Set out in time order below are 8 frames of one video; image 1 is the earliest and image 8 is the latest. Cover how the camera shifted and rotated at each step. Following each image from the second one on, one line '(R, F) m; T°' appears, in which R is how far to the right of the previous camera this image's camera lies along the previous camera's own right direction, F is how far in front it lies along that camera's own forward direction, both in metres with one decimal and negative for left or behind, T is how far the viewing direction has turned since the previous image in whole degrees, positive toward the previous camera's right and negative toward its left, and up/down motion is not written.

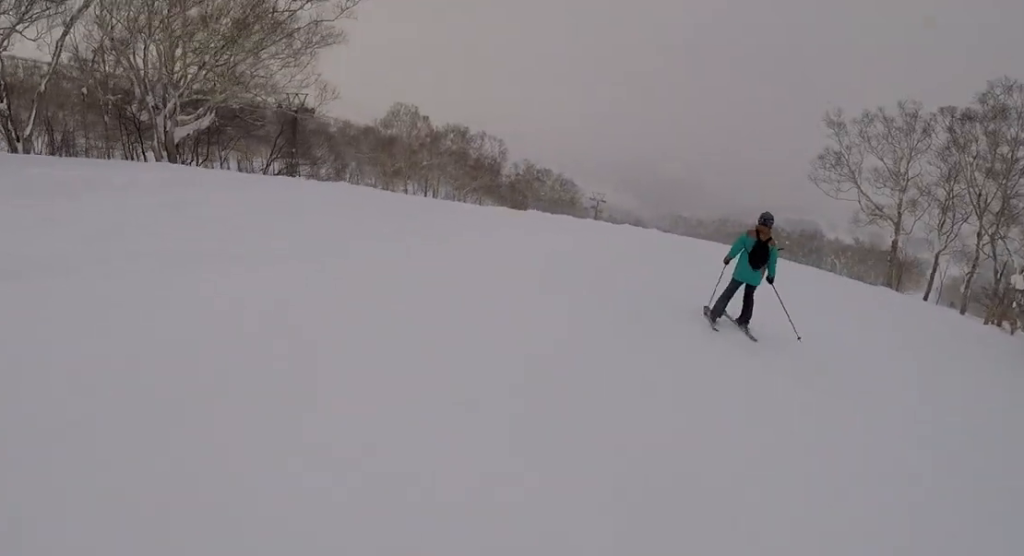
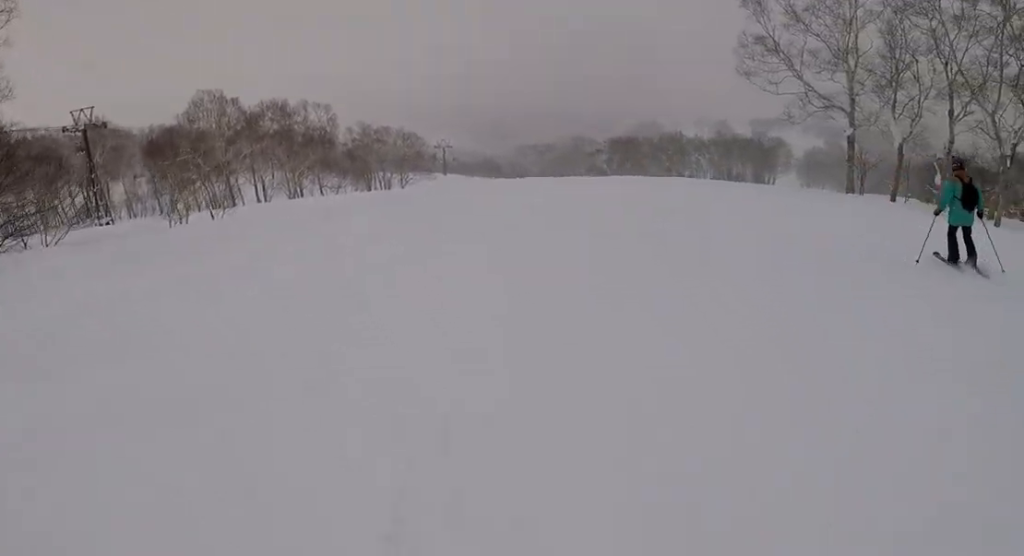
(-1.3, +11.6) m; +4°
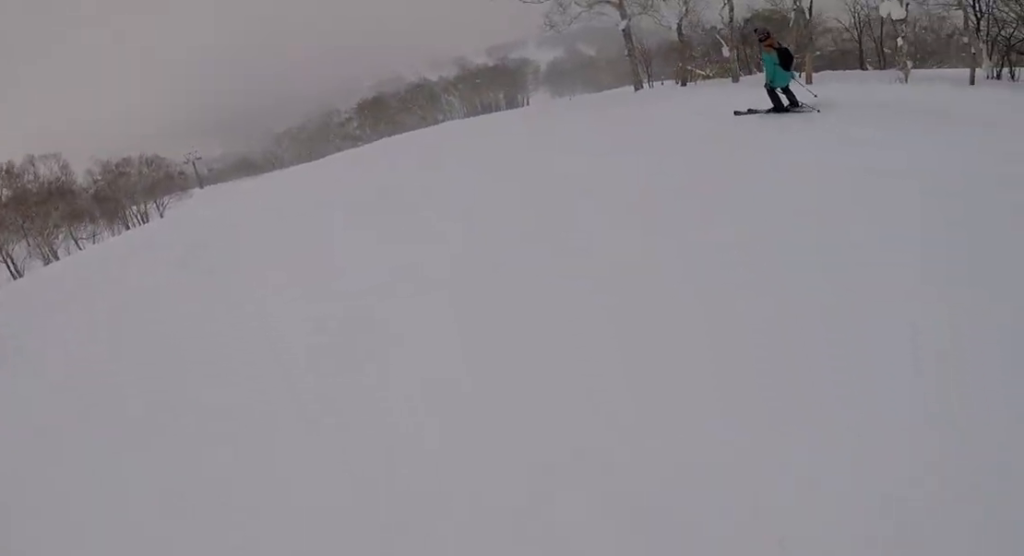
(+1.2, +4.5) m; +14°
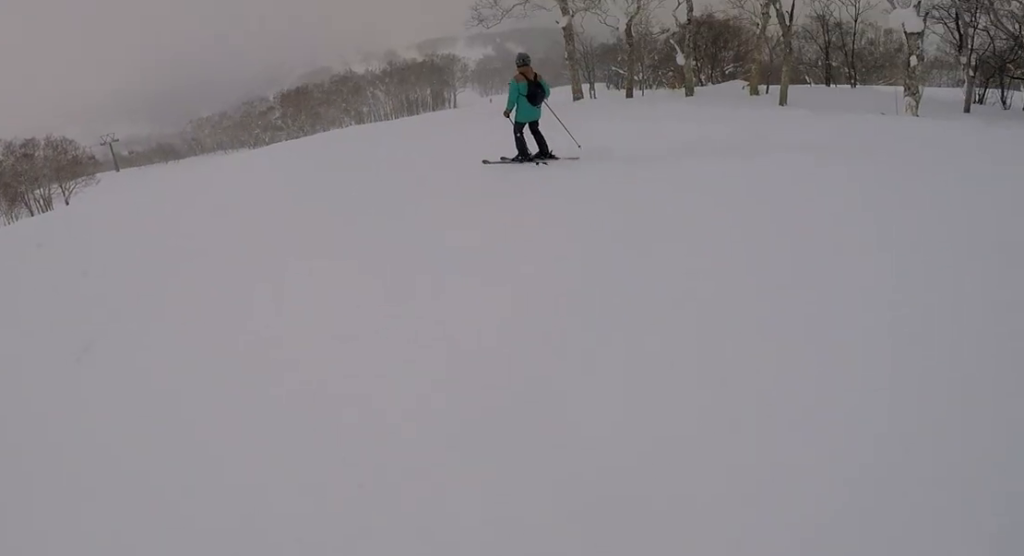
(+0.8, +5.6) m; -1°
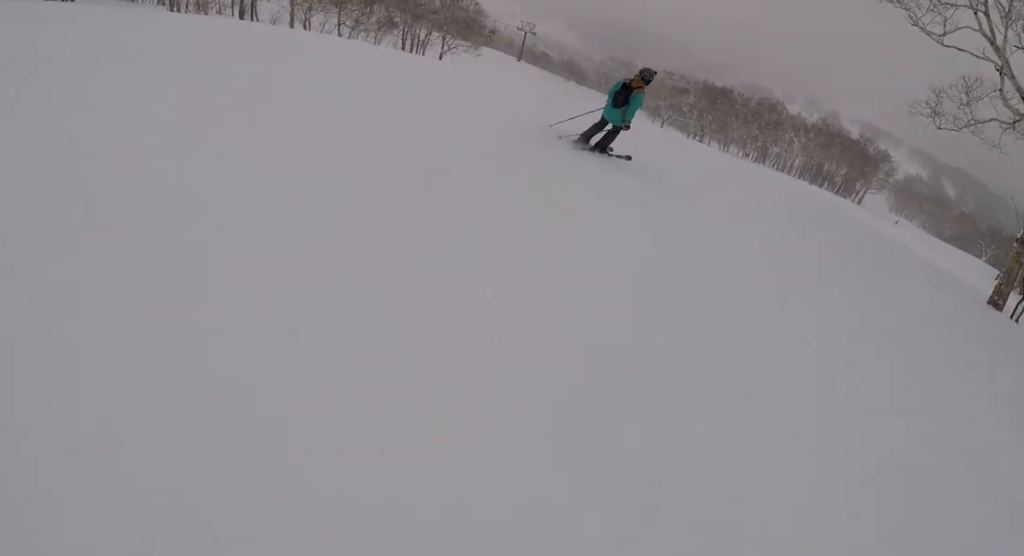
(-1.8, +9.1) m; -17°
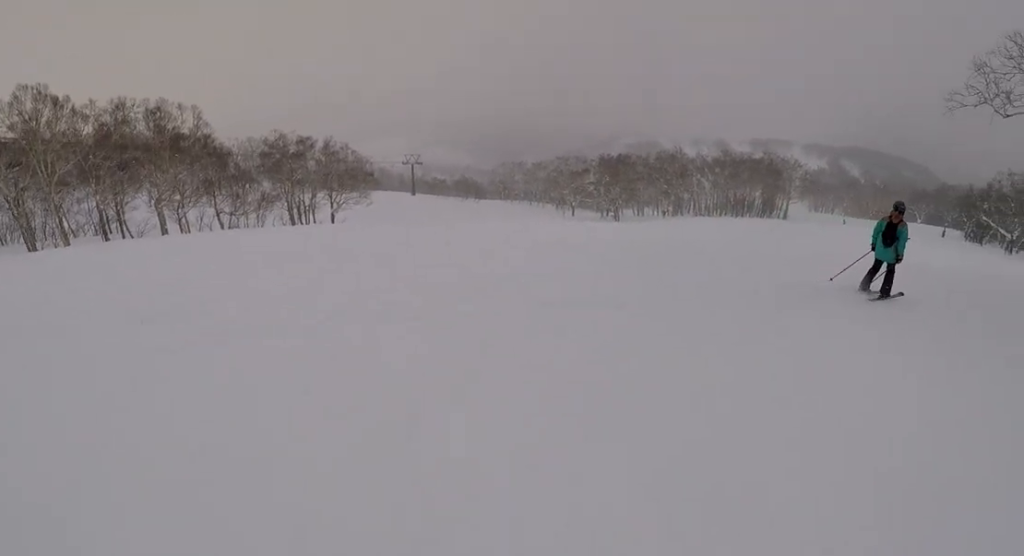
(+0.3, +8.4) m; +11°
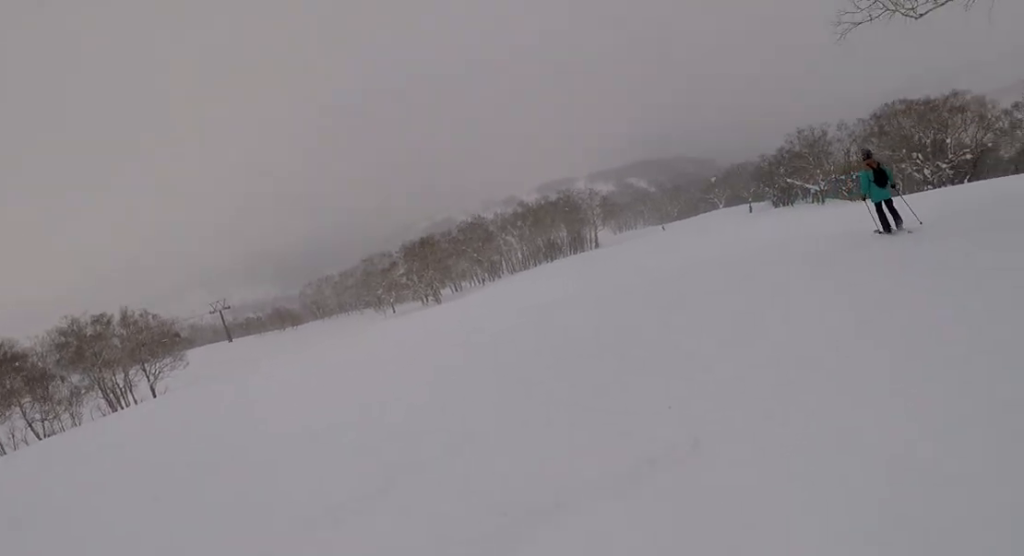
(+0.5, +4.5) m; +14°
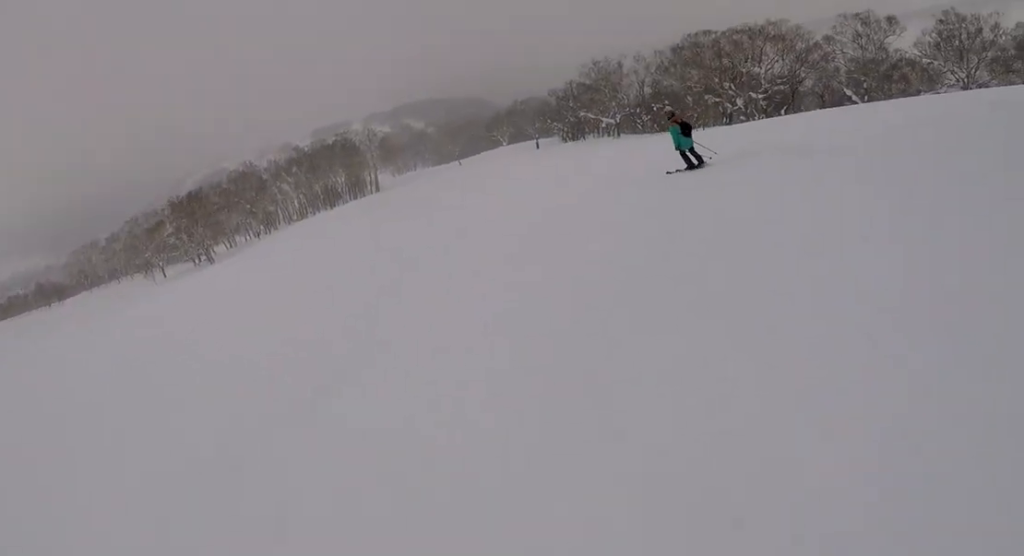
(+1.5, +7.0) m; +17°
